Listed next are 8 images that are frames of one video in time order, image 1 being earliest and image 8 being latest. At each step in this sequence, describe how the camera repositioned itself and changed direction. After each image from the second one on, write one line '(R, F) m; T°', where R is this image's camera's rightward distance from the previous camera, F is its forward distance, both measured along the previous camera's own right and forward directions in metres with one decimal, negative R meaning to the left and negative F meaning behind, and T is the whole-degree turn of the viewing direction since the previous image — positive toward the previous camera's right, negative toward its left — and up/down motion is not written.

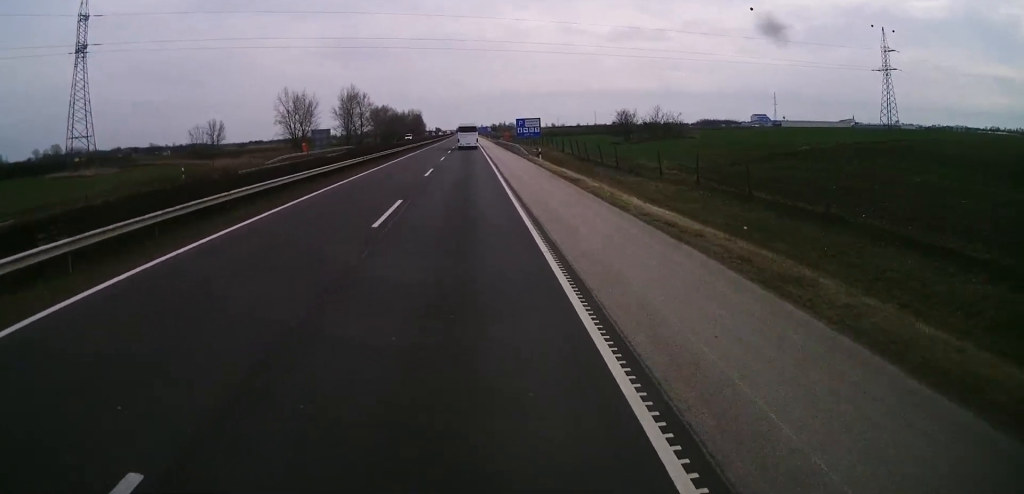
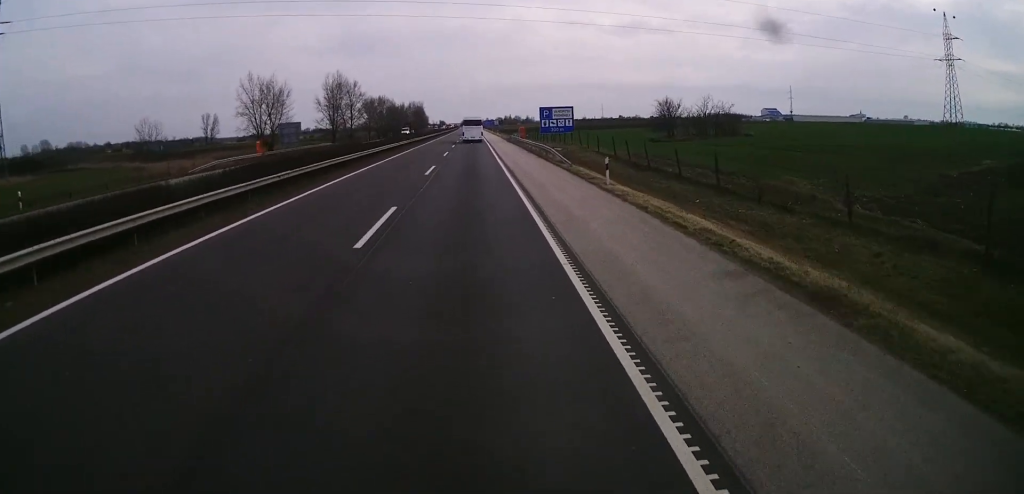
(-0.1, +21.6) m; 0°
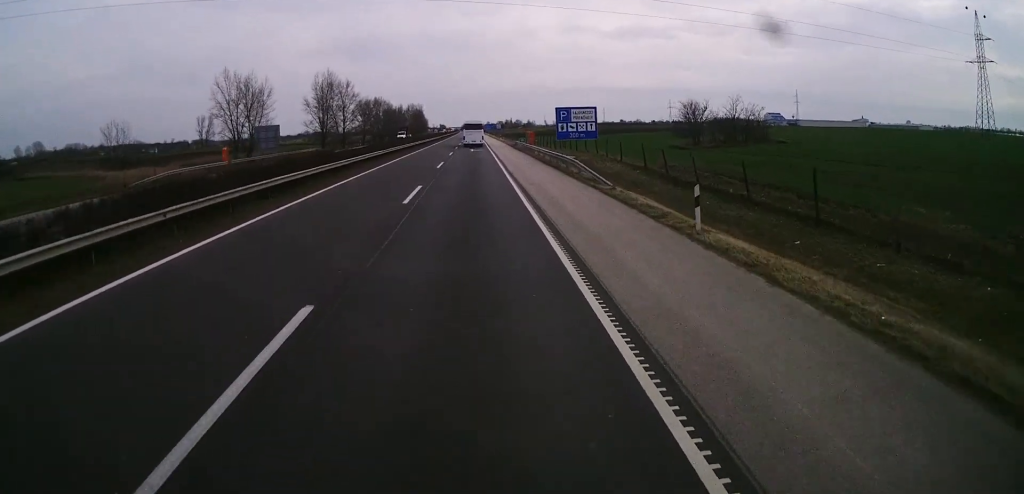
(0.0, +10.0) m; 0°
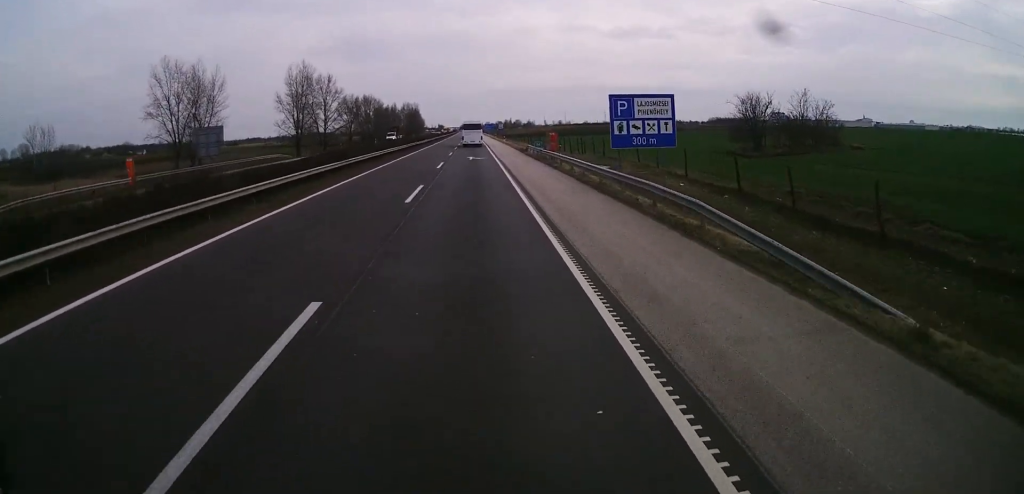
(0.0, +17.7) m; +1°
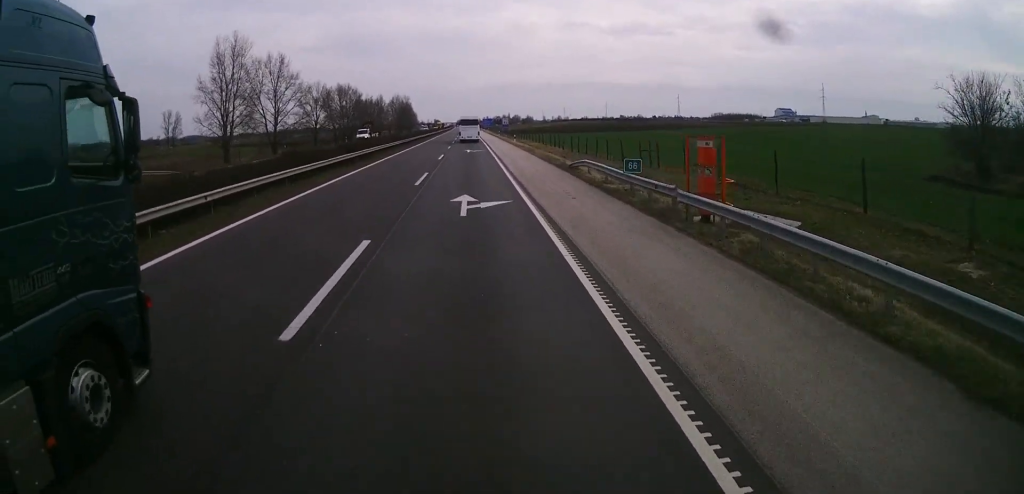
(+0.2, +31.6) m; -1°
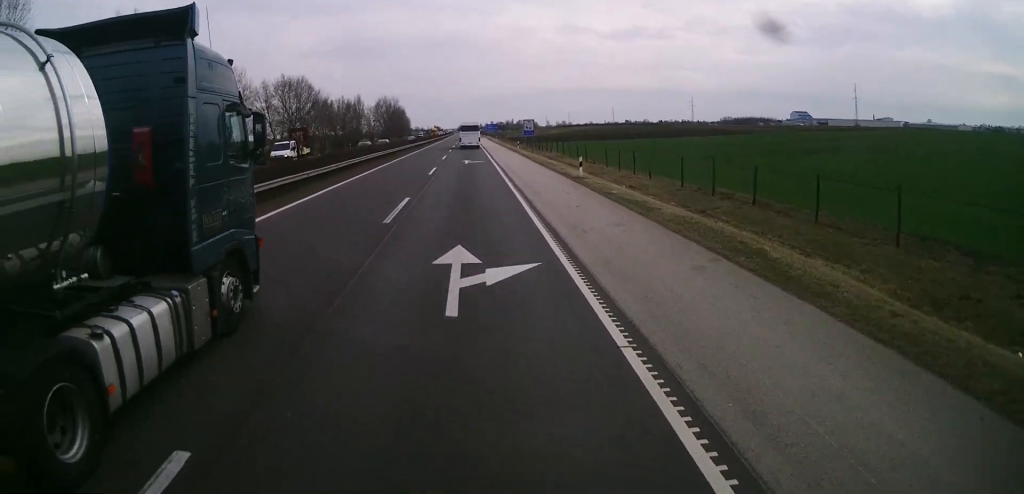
(+0.1, +44.7) m; +1°
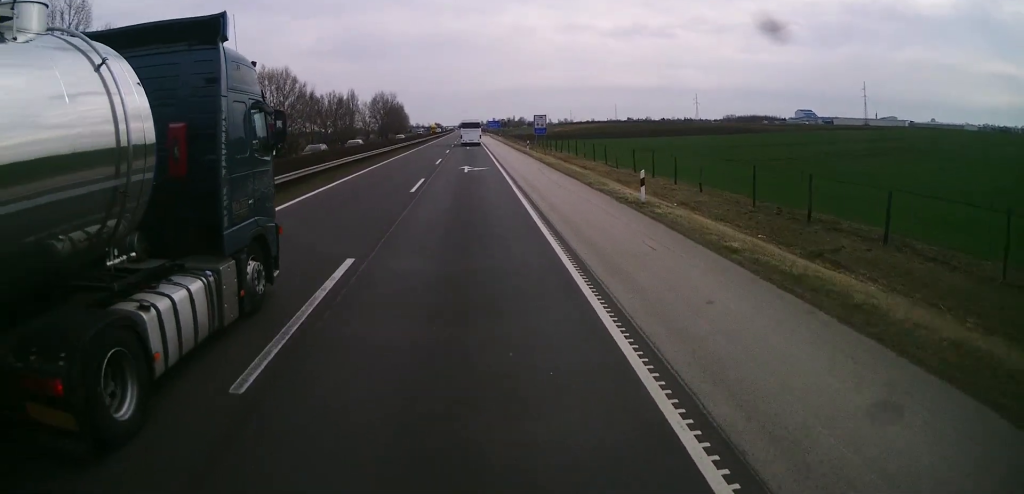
(-0.1, +10.8) m; 0°
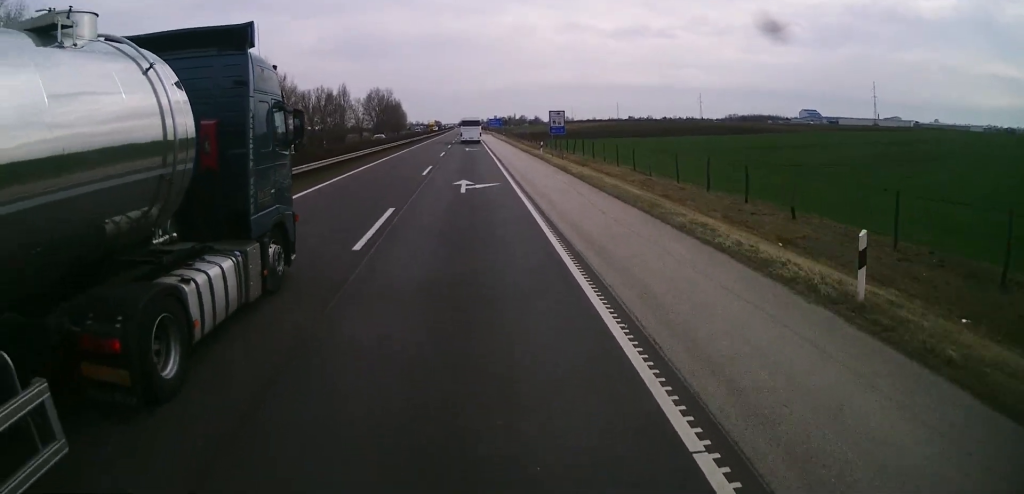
(-0.1, +11.6) m; 0°
